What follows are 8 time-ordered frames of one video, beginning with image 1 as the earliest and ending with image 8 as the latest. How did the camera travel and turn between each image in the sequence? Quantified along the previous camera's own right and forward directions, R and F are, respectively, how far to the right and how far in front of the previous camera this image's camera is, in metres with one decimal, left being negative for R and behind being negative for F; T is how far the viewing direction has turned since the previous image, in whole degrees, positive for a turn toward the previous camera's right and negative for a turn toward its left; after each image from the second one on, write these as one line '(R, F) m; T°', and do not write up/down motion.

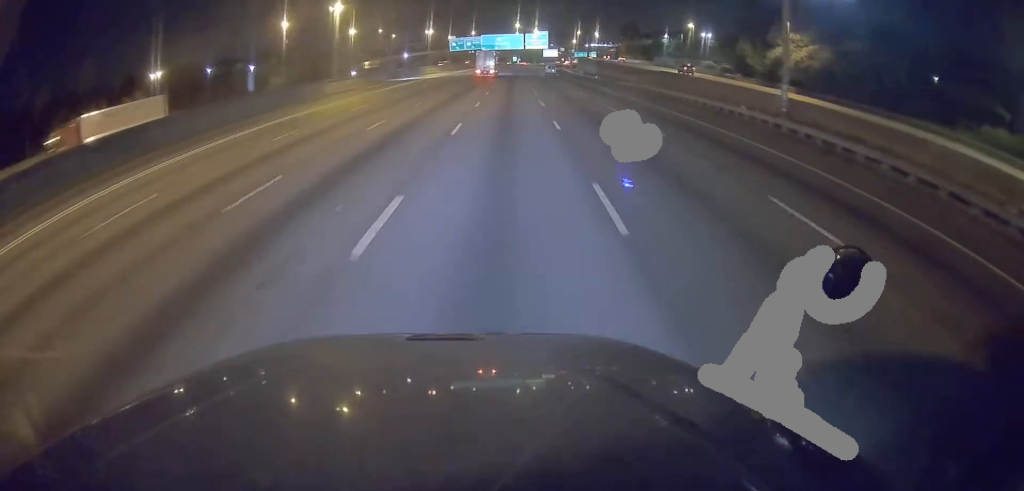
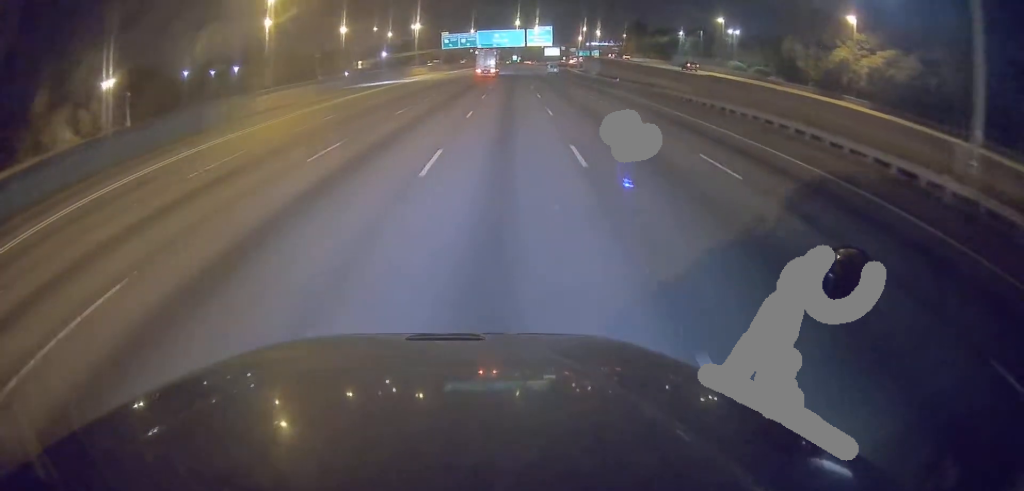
(+0.1, +19.2) m; 0°
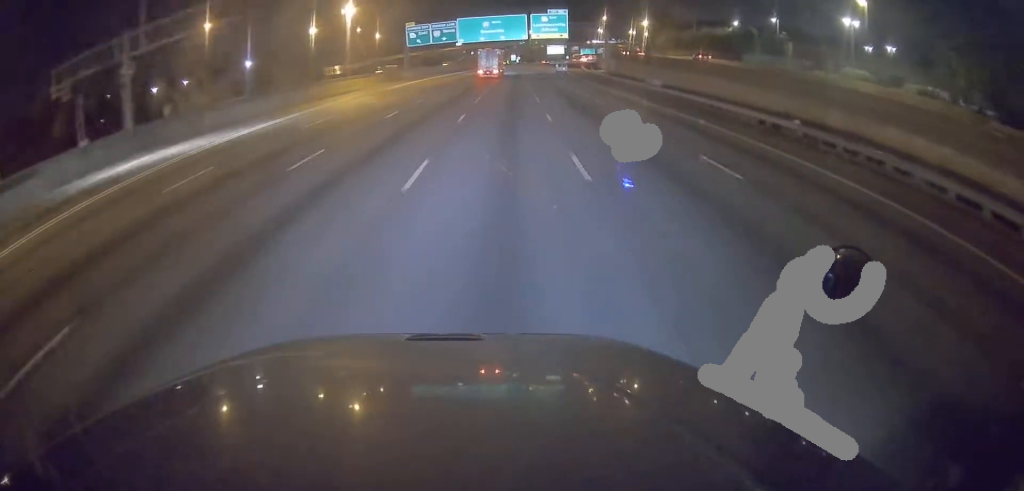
(+0.5, +49.9) m; +1°
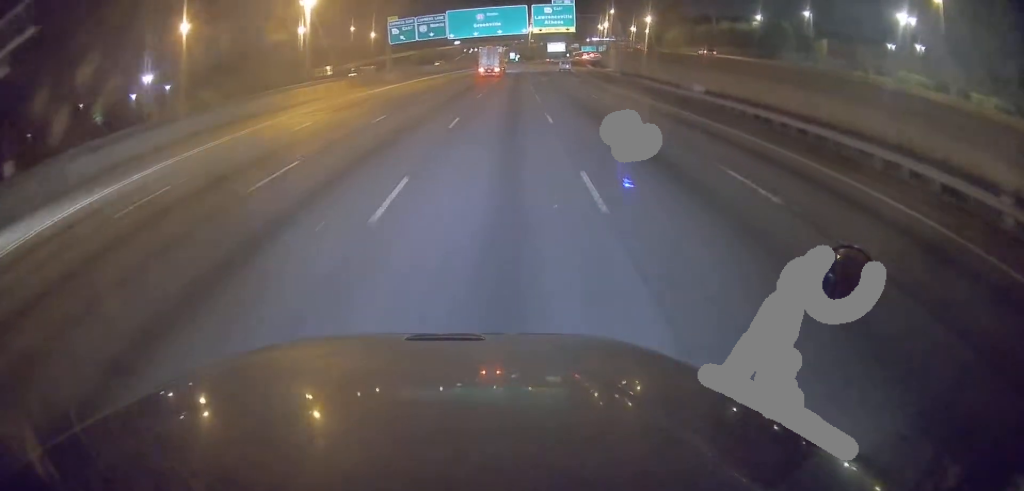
(+0.2, +14.5) m; 0°
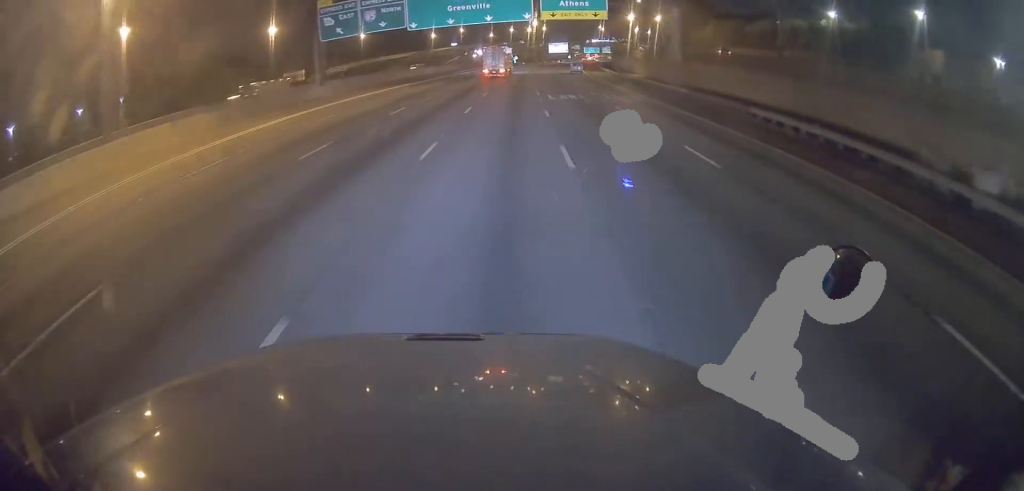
(-0.3, +32.7) m; 0°
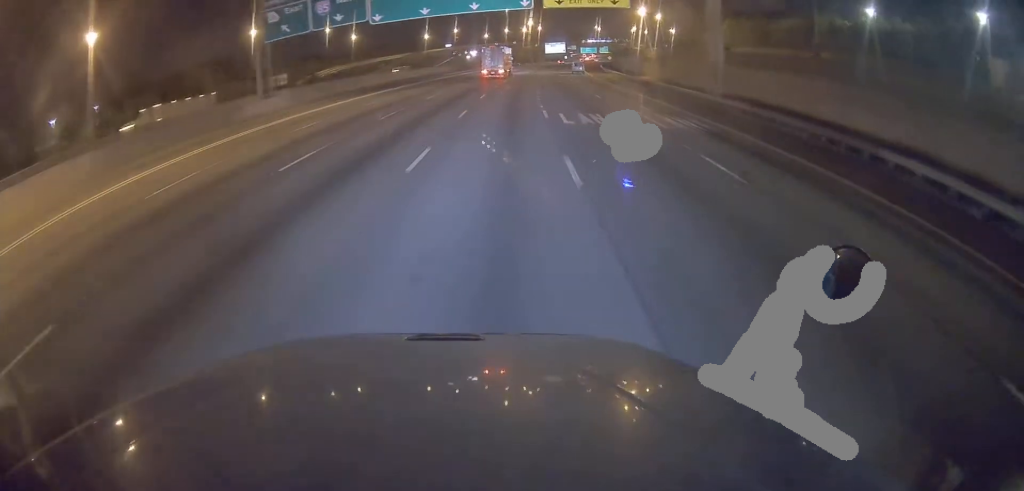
(+0.1, +13.5) m; 0°
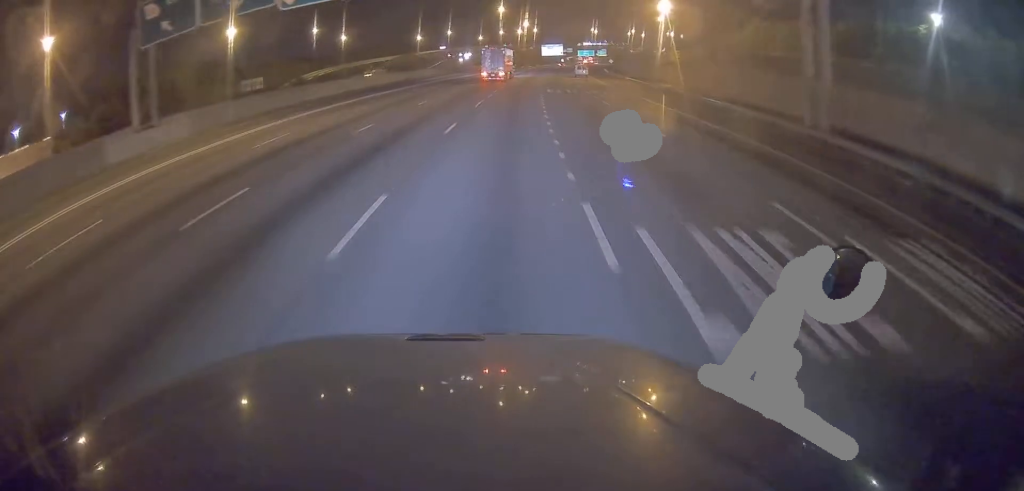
(+0.1, +17.2) m; 0°
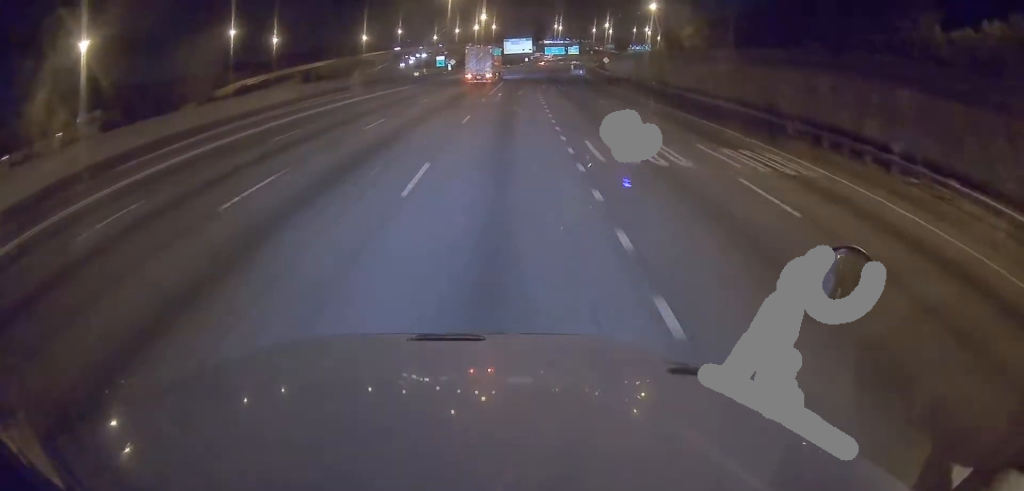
(+1.7, +71.1) m; +3°
